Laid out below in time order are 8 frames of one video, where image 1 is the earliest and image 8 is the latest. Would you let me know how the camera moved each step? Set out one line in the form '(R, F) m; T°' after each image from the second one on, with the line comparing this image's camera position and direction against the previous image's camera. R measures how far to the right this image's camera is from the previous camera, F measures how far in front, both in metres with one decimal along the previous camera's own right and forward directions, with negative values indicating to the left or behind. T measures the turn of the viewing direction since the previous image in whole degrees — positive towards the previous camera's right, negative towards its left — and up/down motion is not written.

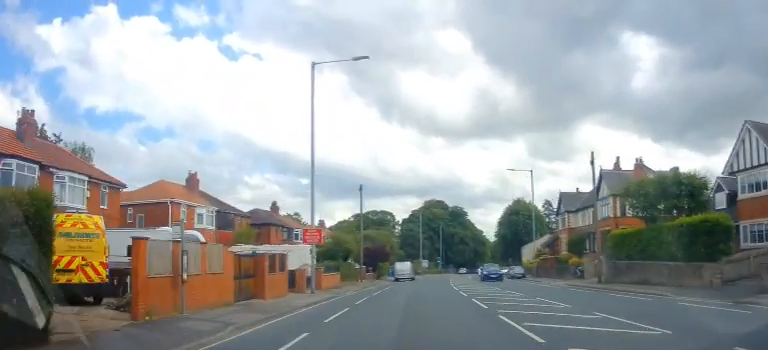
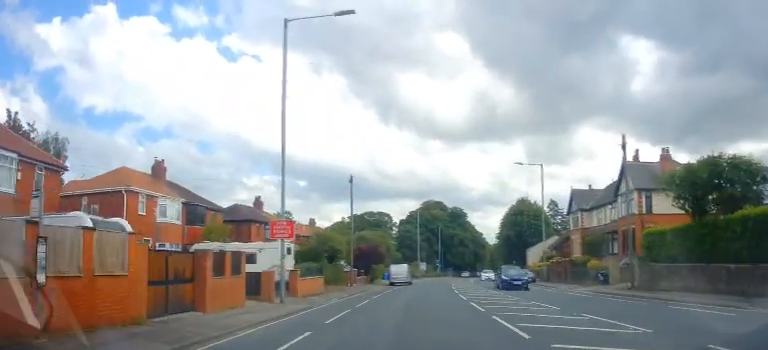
(0.0, +5.1) m; +1°
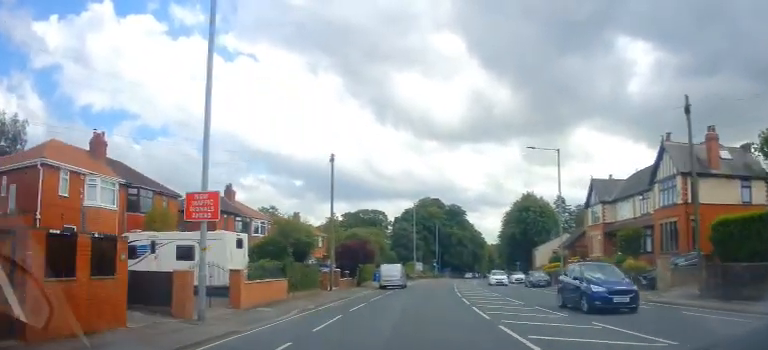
(-0.1, +6.9) m; +1°
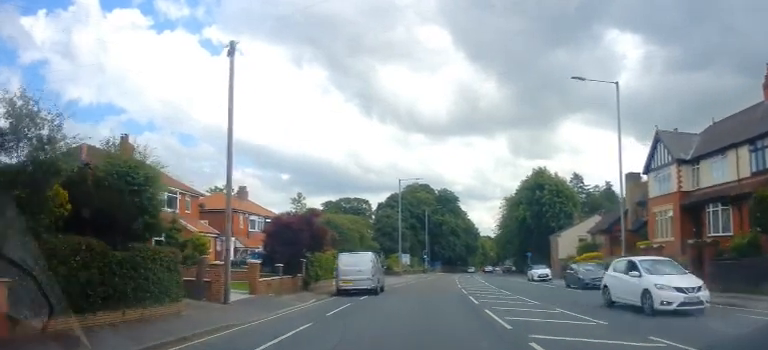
(+0.4, +15.5) m; +2°
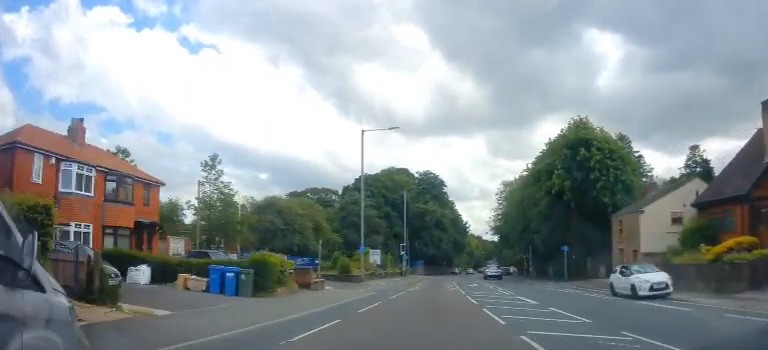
(+0.3, +23.0) m; +2°
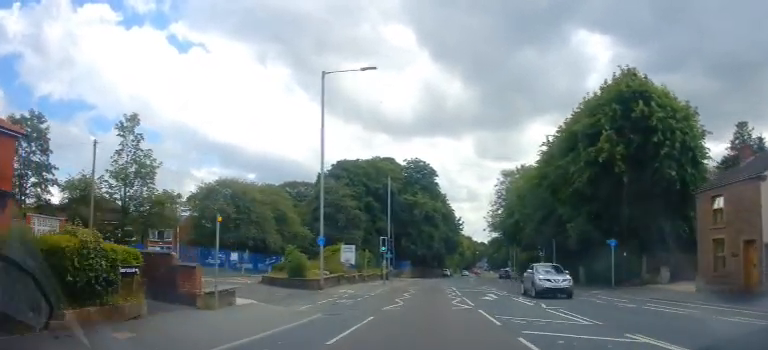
(+0.2, +12.3) m; +1°
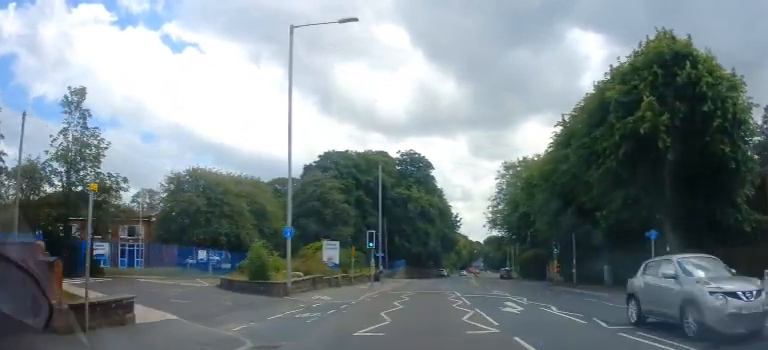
(-0.1, +5.6) m; +1°
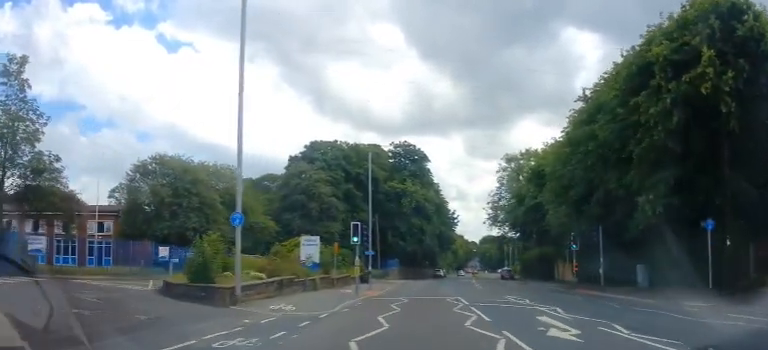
(+0.1, +5.1) m; +1°
